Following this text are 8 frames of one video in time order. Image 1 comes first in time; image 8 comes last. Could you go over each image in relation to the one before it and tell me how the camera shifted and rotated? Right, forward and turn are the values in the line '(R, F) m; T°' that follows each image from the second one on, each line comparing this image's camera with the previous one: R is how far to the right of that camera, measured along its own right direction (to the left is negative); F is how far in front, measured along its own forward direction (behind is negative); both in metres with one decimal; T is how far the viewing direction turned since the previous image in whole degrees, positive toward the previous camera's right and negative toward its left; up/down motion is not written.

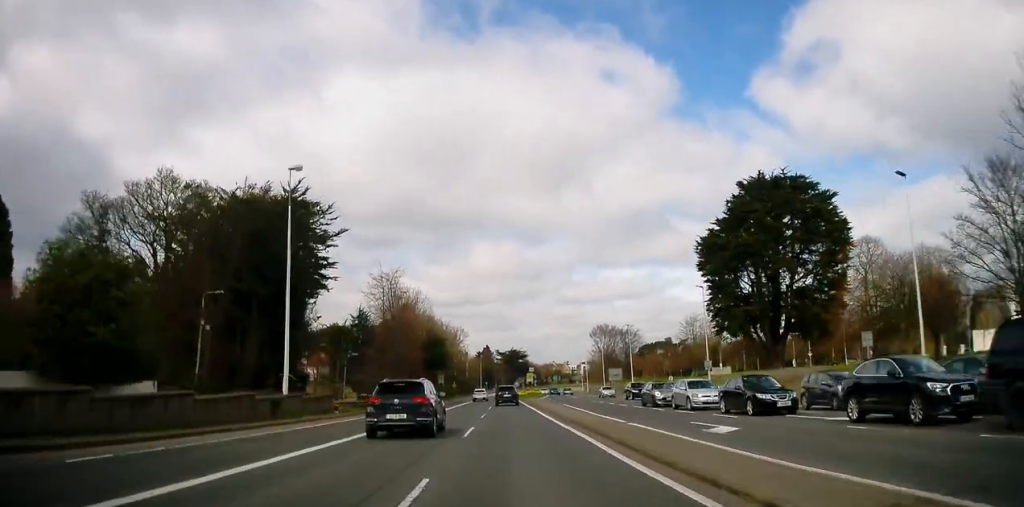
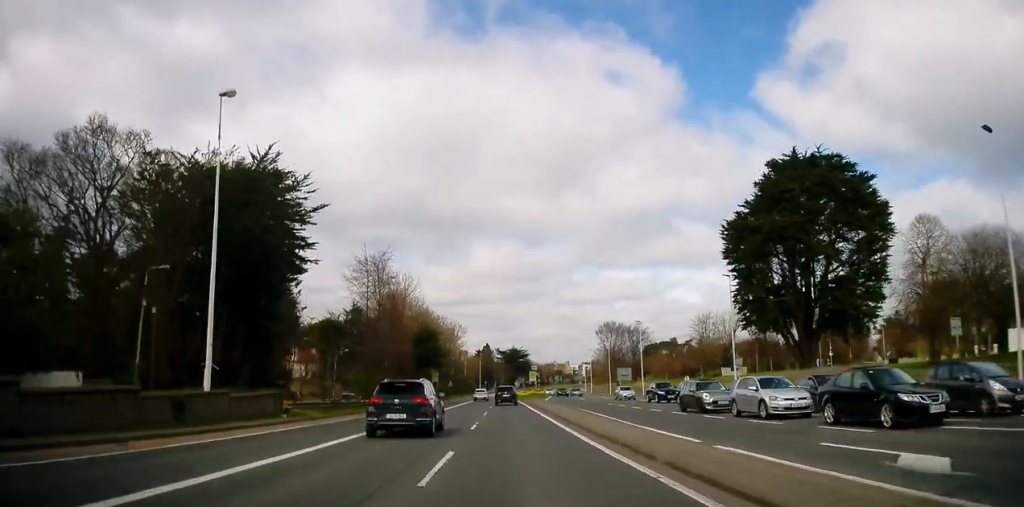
(-0.2, +7.9) m; 0°
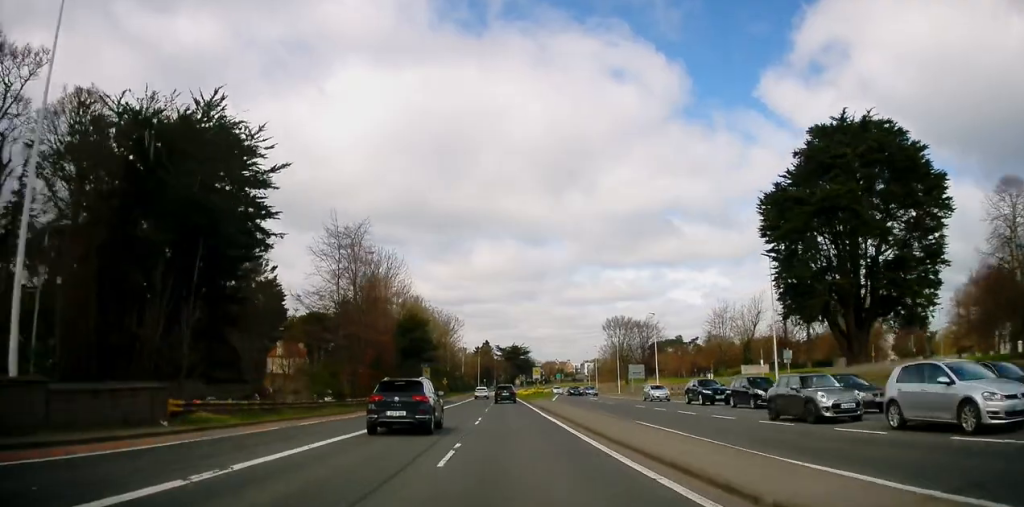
(+0.1, +9.4) m; 0°
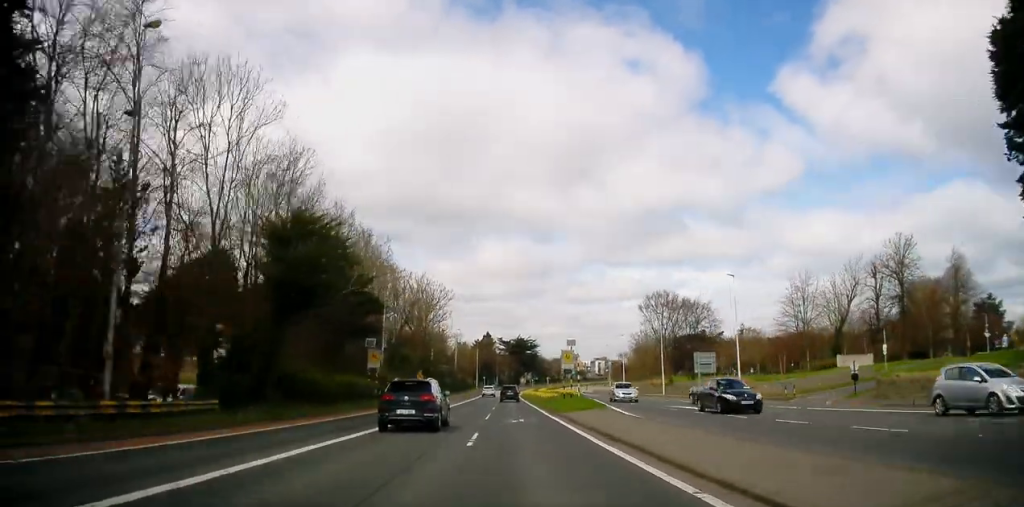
(+0.3, +30.4) m; +1°
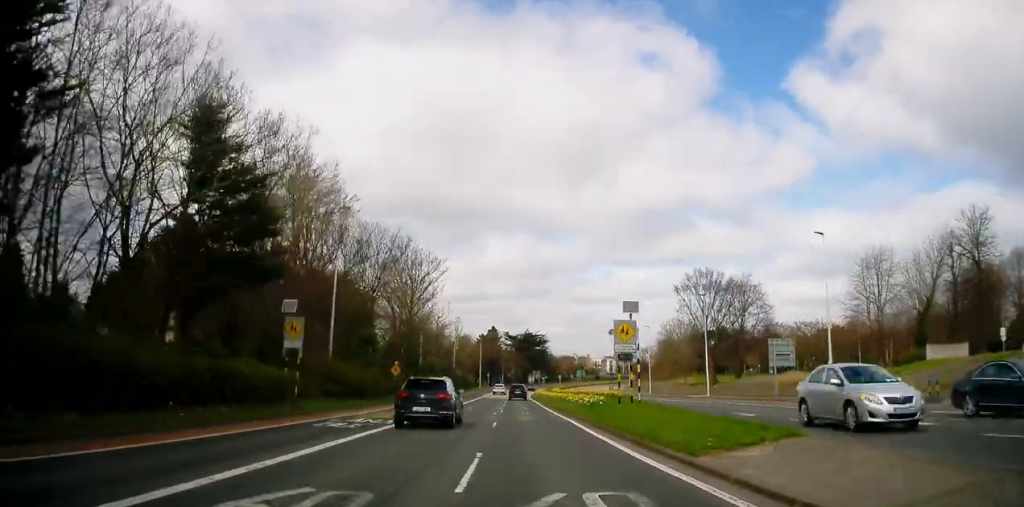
(+0.1, +17.4) m; -1°
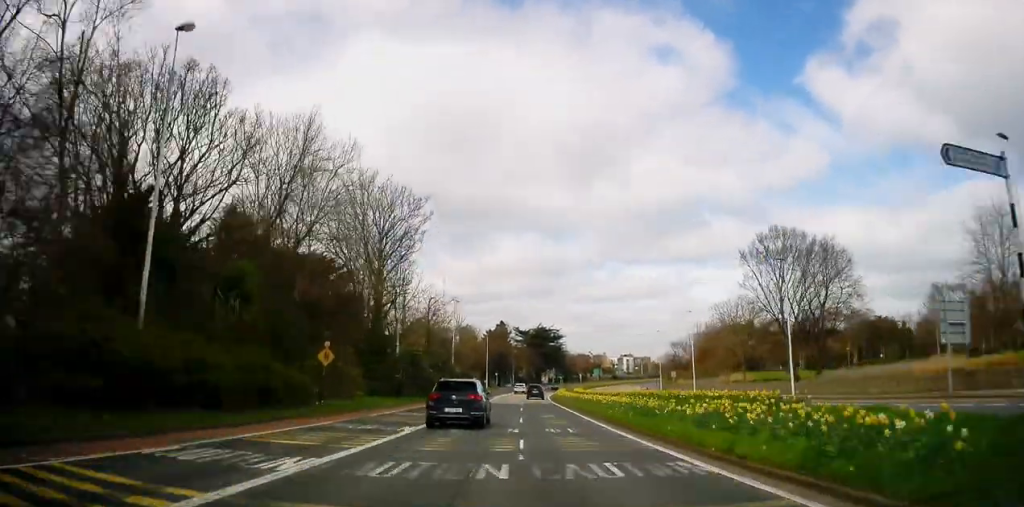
(-0.4, +19.8) m; -2°
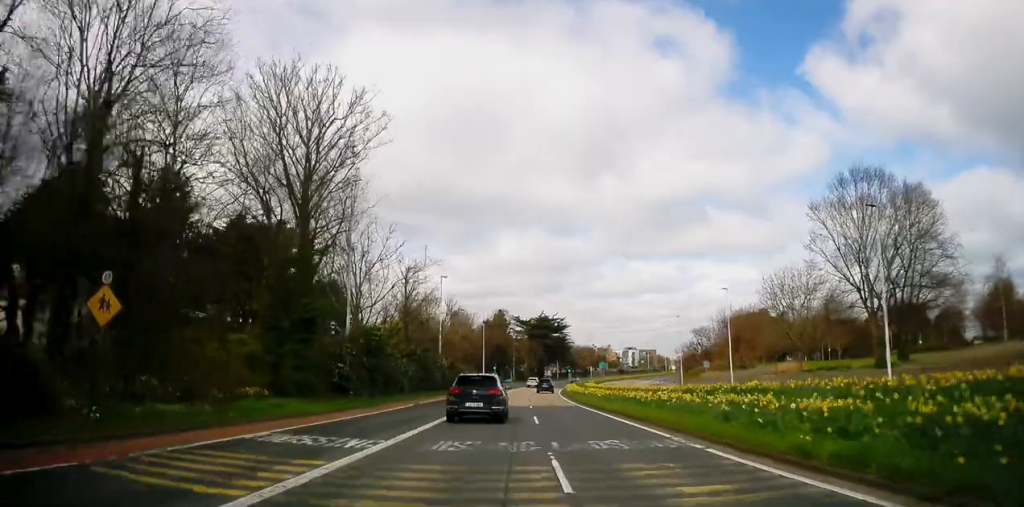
(-0.1, +15.4) m; 0°
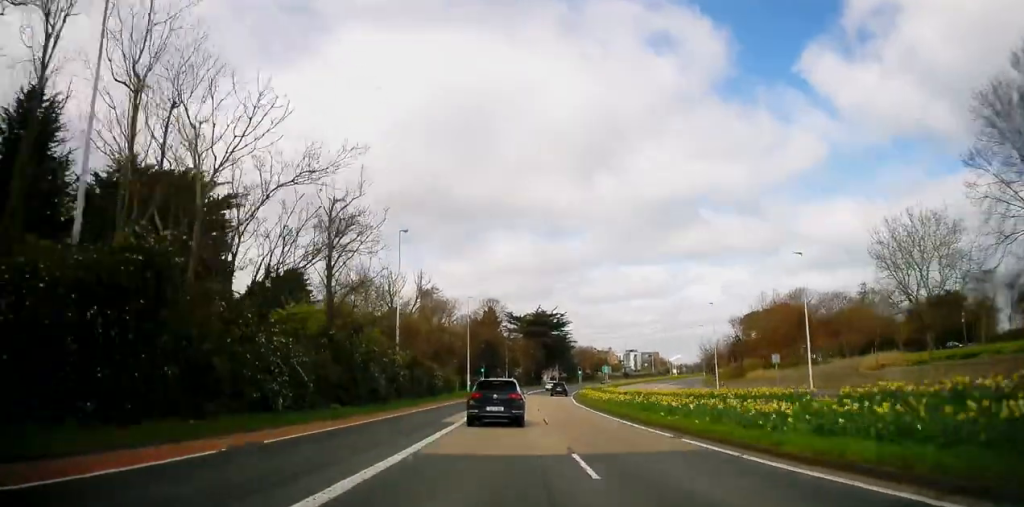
(+0.3, +22.0) m; +1°
